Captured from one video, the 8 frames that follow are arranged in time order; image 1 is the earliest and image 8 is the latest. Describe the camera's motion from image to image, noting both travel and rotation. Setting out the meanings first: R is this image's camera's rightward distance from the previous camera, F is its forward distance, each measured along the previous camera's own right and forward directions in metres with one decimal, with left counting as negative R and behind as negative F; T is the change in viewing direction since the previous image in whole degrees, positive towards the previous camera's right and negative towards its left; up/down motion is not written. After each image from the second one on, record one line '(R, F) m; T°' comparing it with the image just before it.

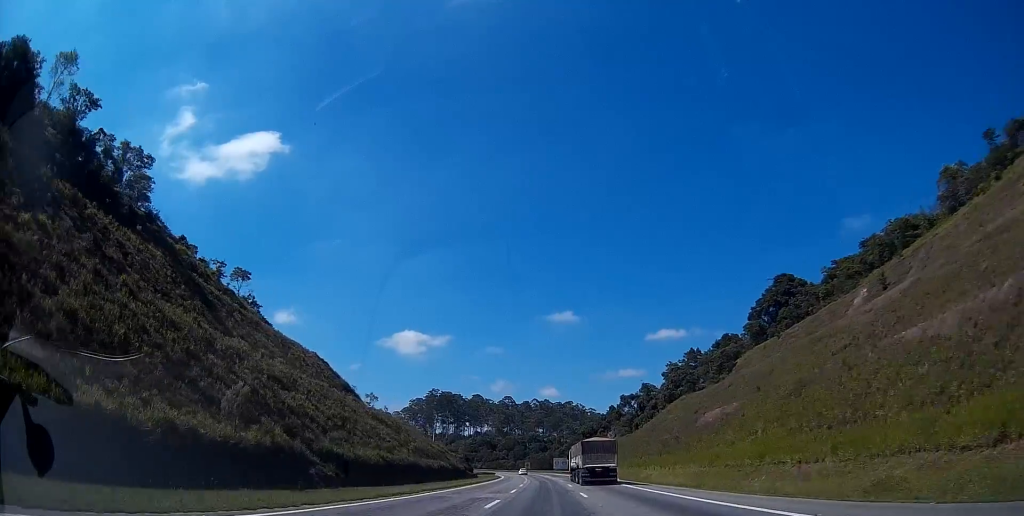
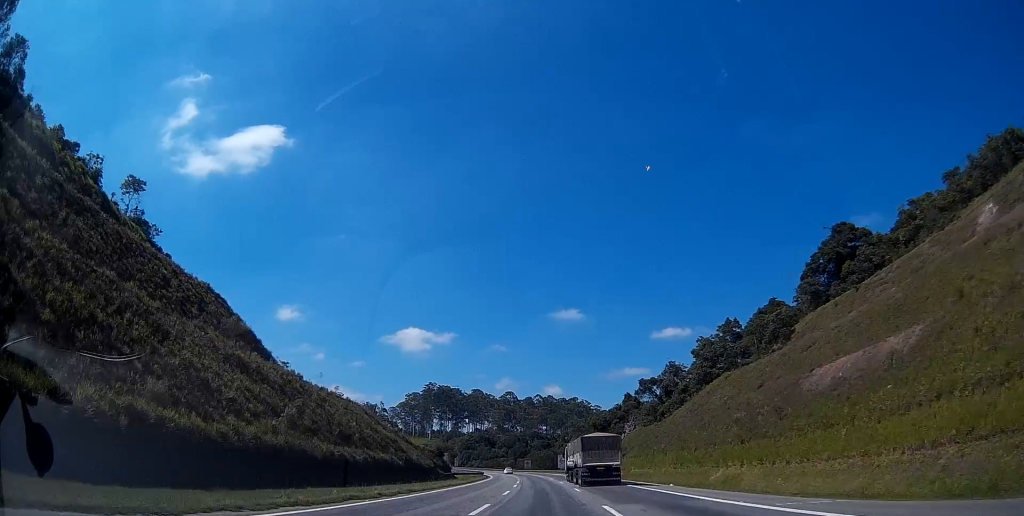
(-0.3, +29.5) m; -1°
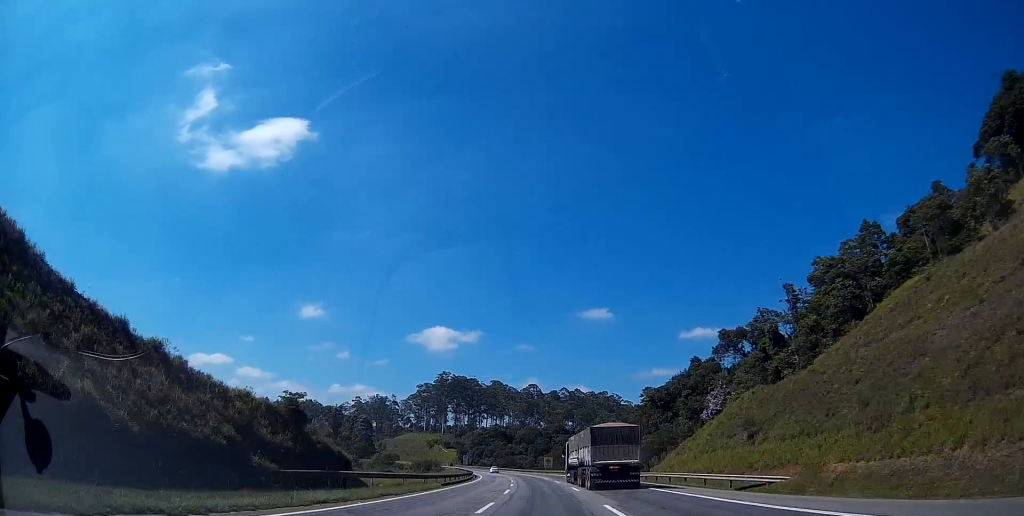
(+0.2, +51.1) m; 0°
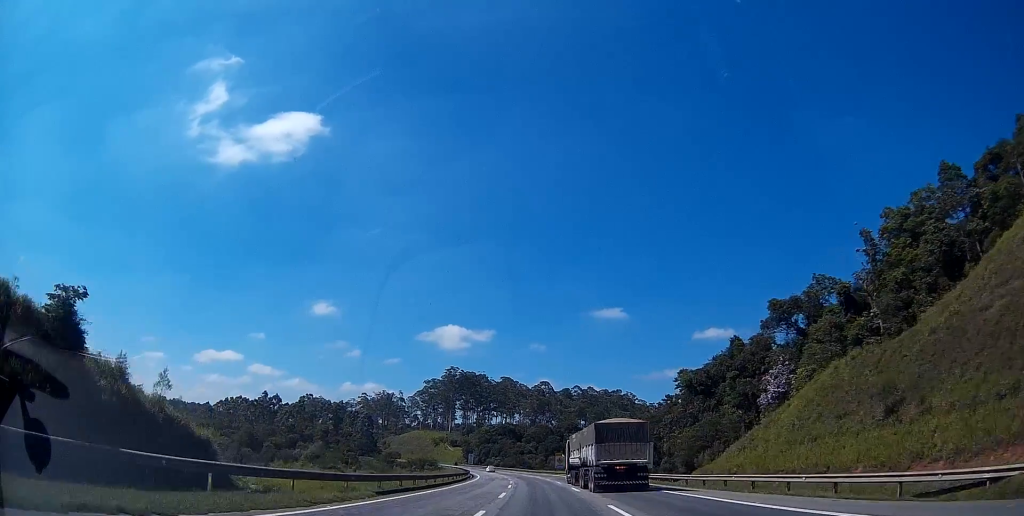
(-0.2, +17.2) m; -2°
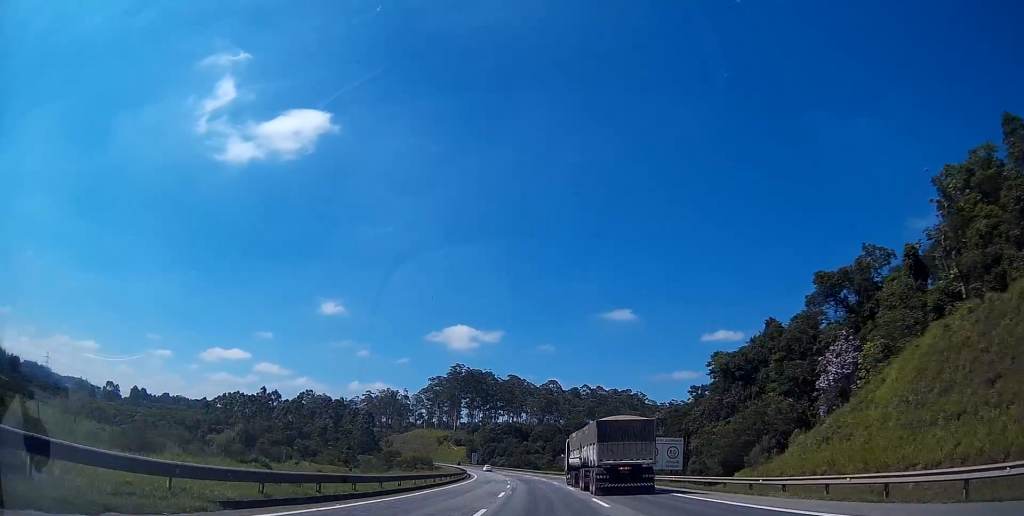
(-0.2, +12.1) m; -1°
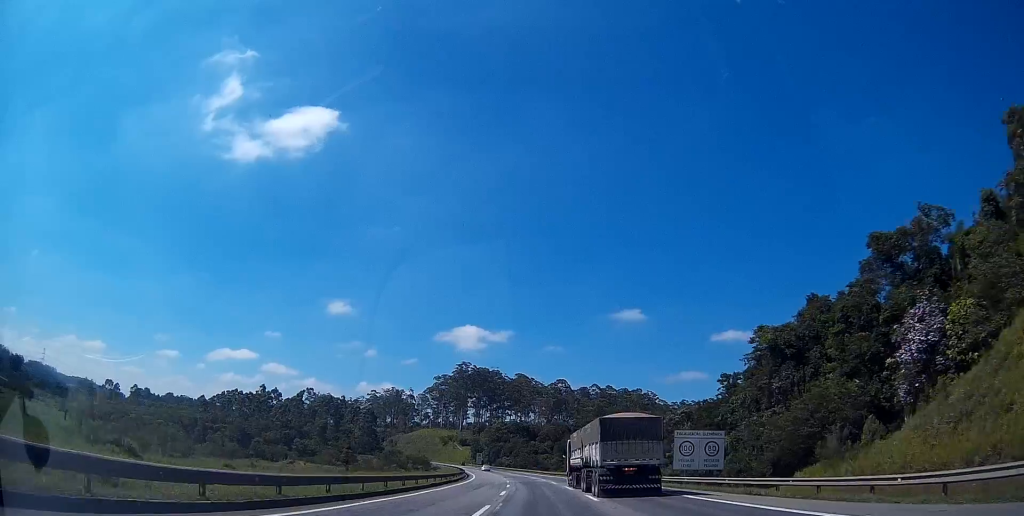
(-0.2, +11.2) m; -1°
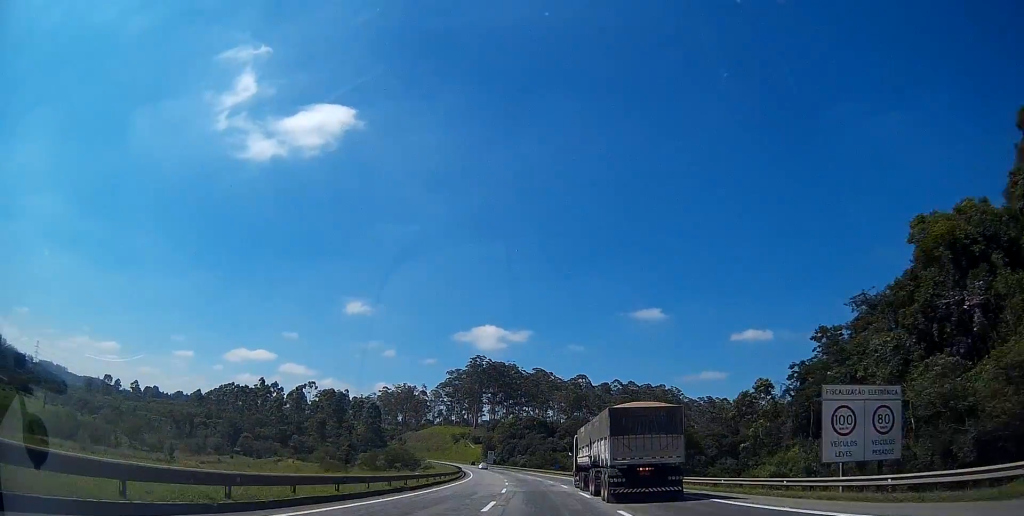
(-0.2, +23.4) m; -2°
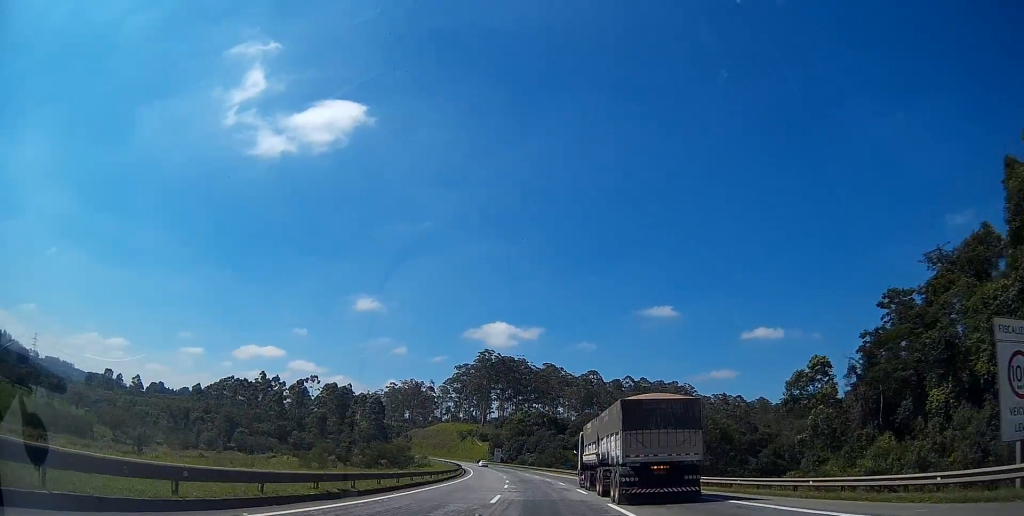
(+0.2, +10.4) m; -1°
